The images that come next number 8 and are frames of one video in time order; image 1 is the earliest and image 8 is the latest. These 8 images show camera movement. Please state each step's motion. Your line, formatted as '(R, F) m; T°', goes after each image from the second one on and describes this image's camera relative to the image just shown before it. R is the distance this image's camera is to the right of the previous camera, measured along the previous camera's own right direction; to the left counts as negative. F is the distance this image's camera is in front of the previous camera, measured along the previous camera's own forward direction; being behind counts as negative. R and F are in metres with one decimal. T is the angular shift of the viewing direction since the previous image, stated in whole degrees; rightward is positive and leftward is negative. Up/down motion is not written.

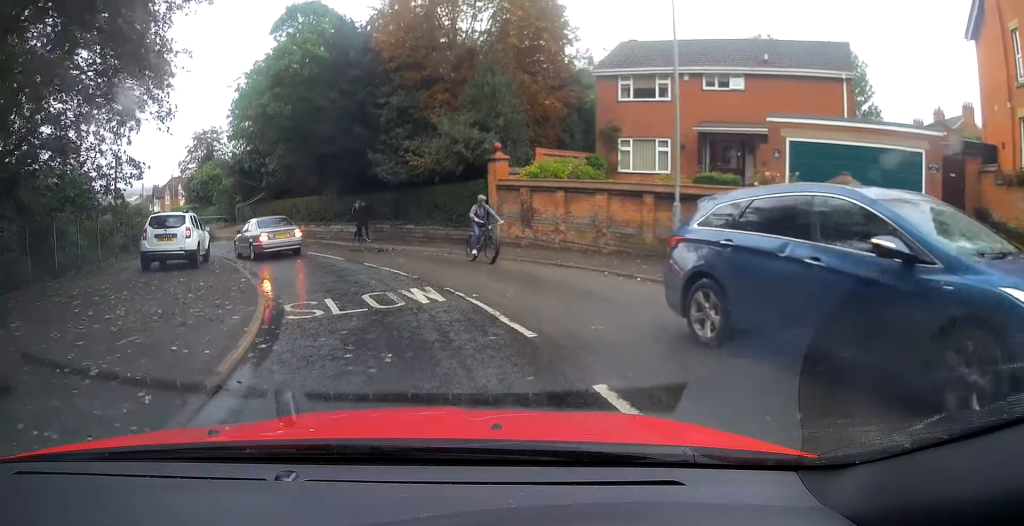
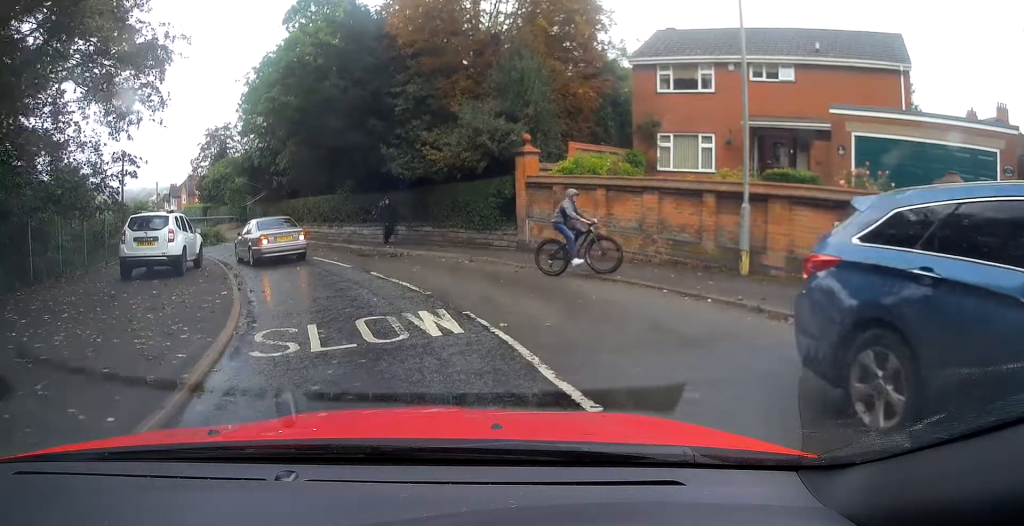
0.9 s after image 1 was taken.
(+0.3, +2.9) m; +4°
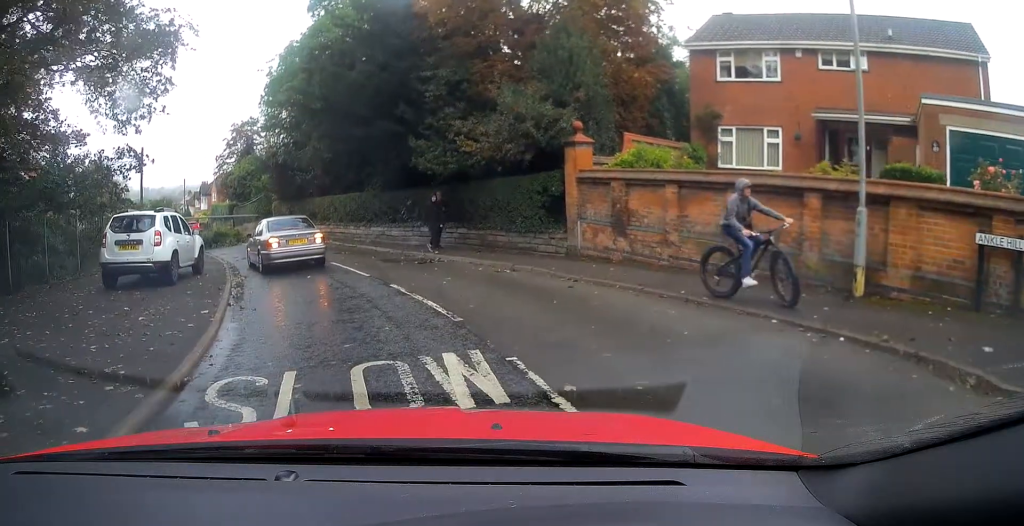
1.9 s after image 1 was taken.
(-0.1, +2.4) m; -6°
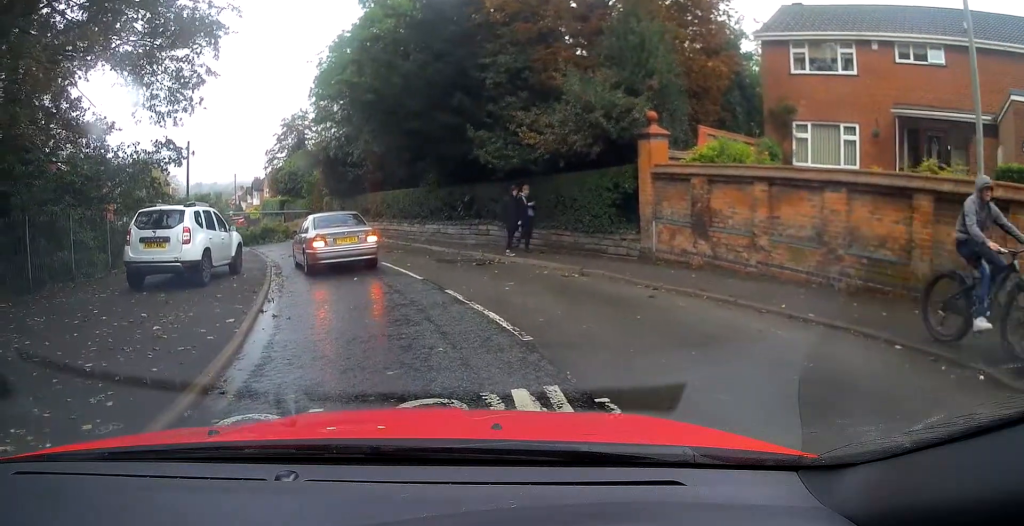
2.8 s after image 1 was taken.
(-0.1, +1.8) m; -11°
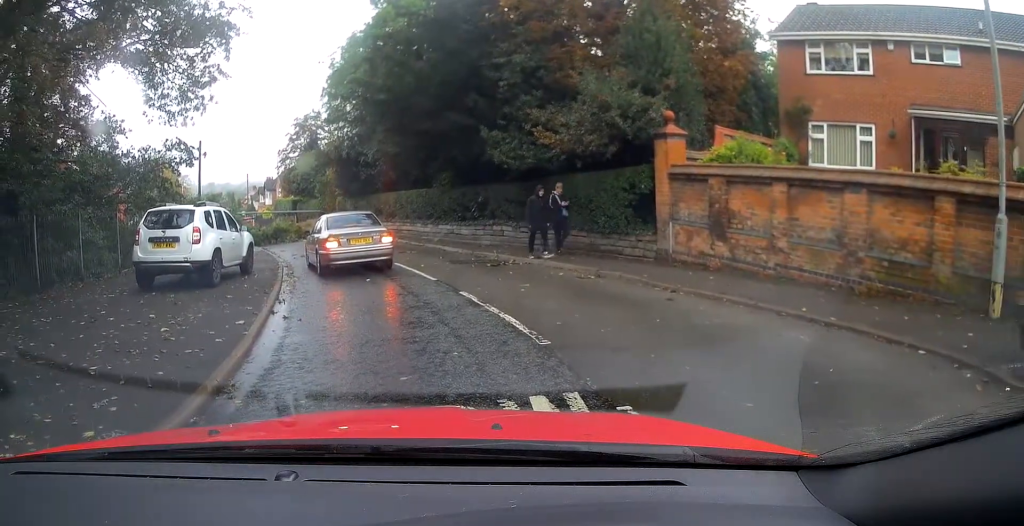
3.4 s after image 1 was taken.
(-0.1, +0.5) m; 0°
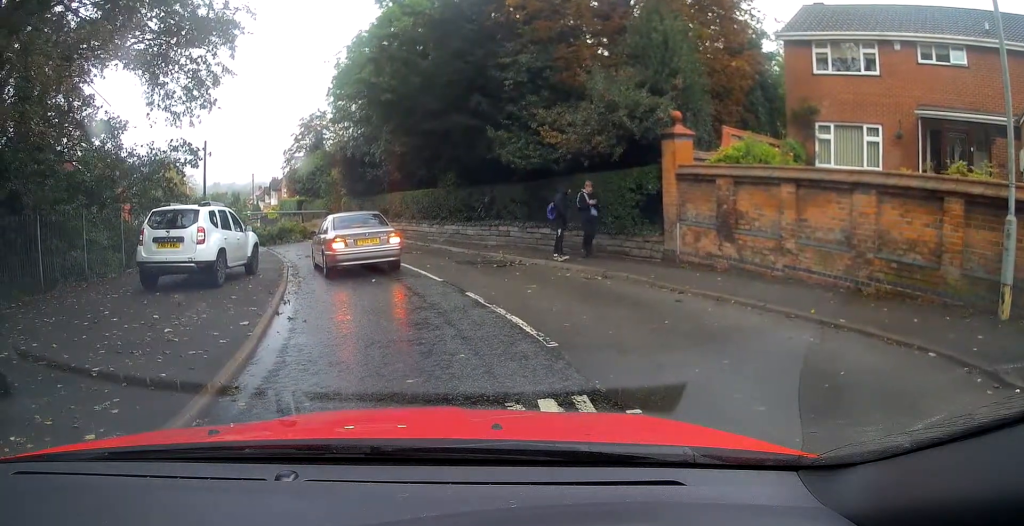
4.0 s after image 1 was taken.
(-0.1, +0.4) m; 0°
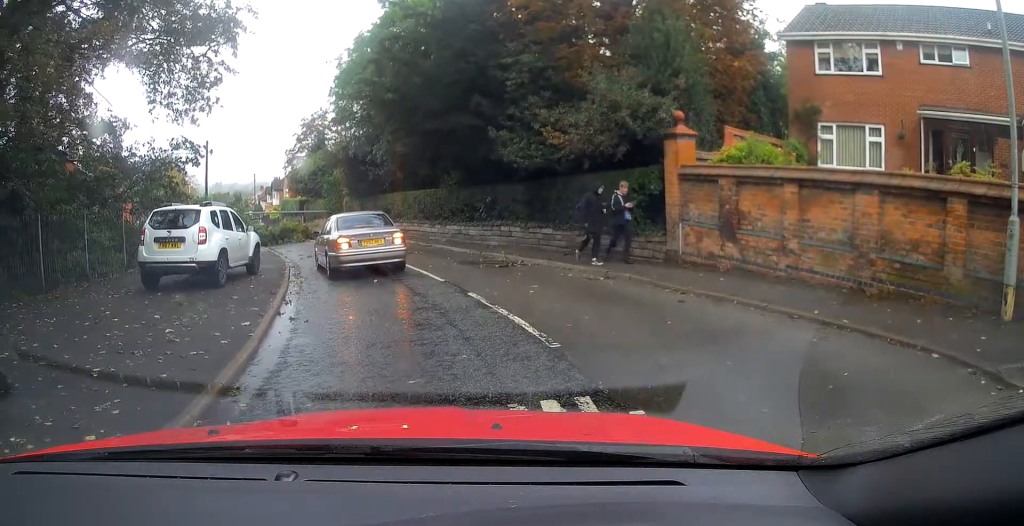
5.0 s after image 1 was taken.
(0.0, 0.0) m; 0°
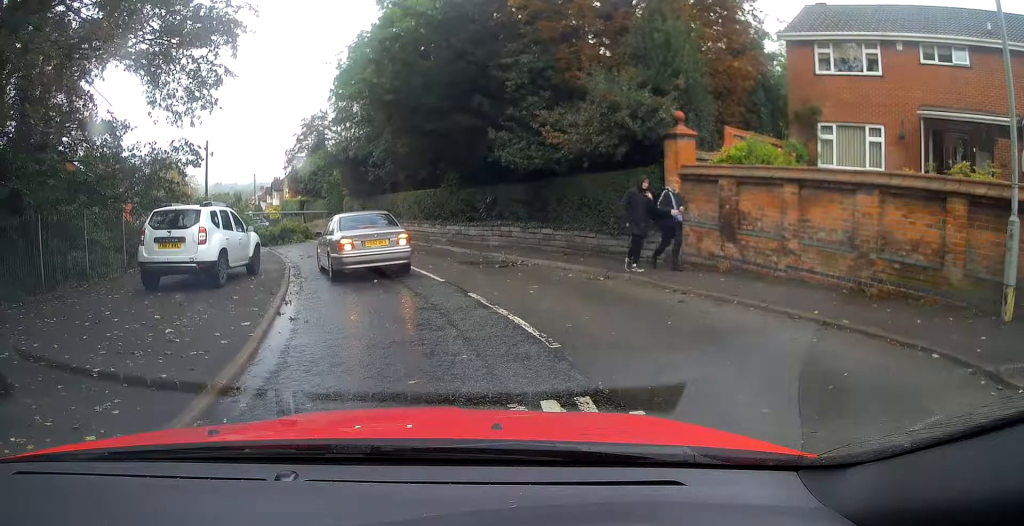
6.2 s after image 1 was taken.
(0.0, 0.0) m; 0°
